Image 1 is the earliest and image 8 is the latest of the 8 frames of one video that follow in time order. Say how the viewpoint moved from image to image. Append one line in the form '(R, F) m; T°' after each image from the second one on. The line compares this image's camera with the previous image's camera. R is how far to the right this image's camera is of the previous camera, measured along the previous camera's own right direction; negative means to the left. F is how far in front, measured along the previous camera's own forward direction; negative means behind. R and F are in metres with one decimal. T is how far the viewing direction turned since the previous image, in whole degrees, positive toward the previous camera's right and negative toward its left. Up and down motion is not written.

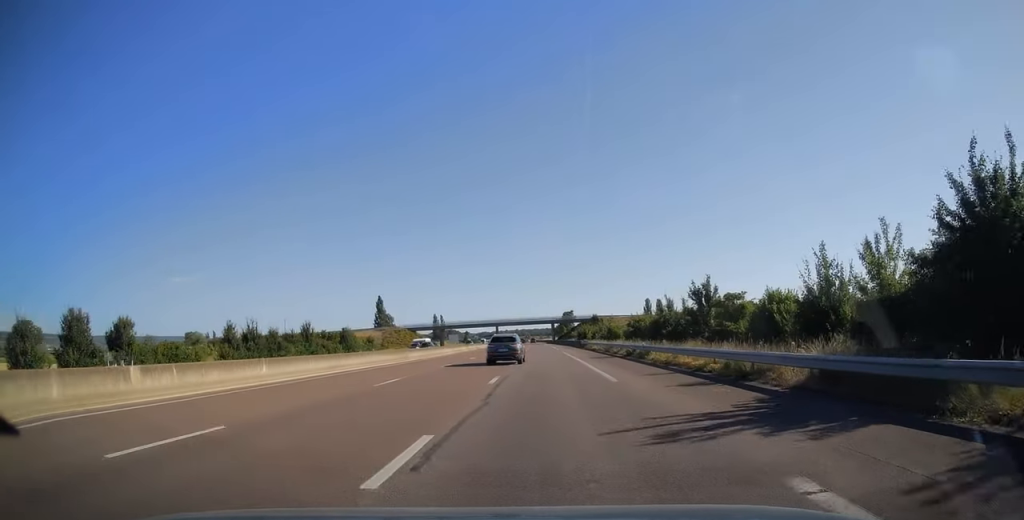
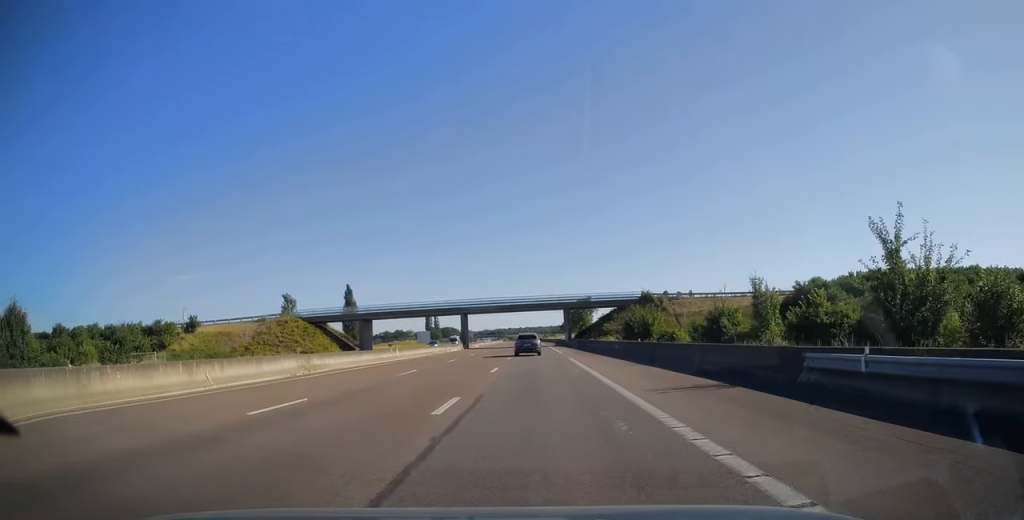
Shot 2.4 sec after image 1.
(-0.4, +72.9) m; -1°
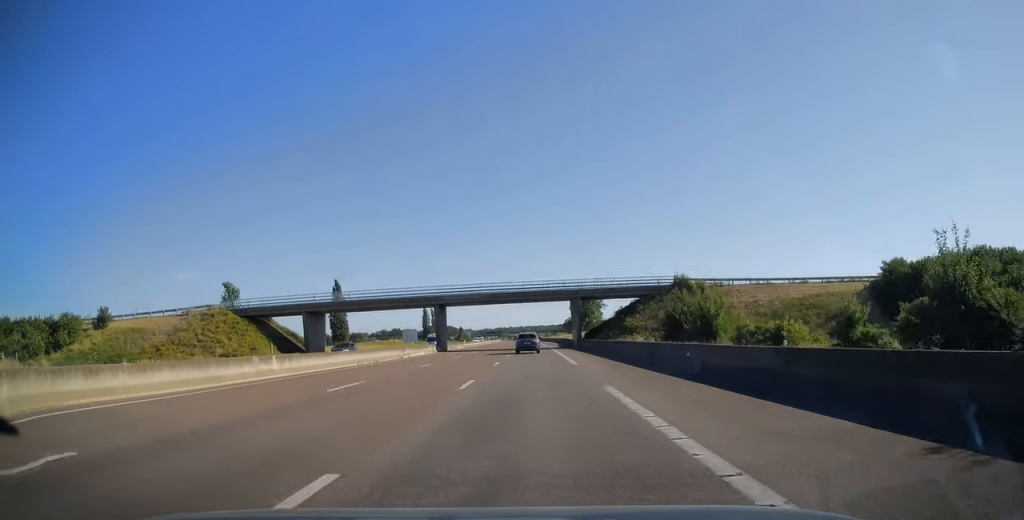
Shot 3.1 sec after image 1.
(0.0, +20.9) m; 0°
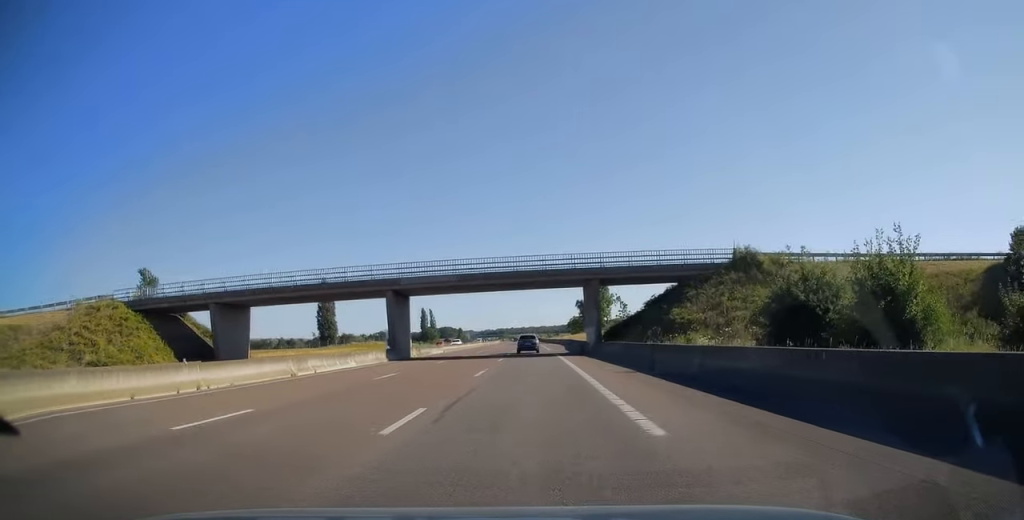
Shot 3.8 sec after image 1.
(0.0, +20.2) m; 0°
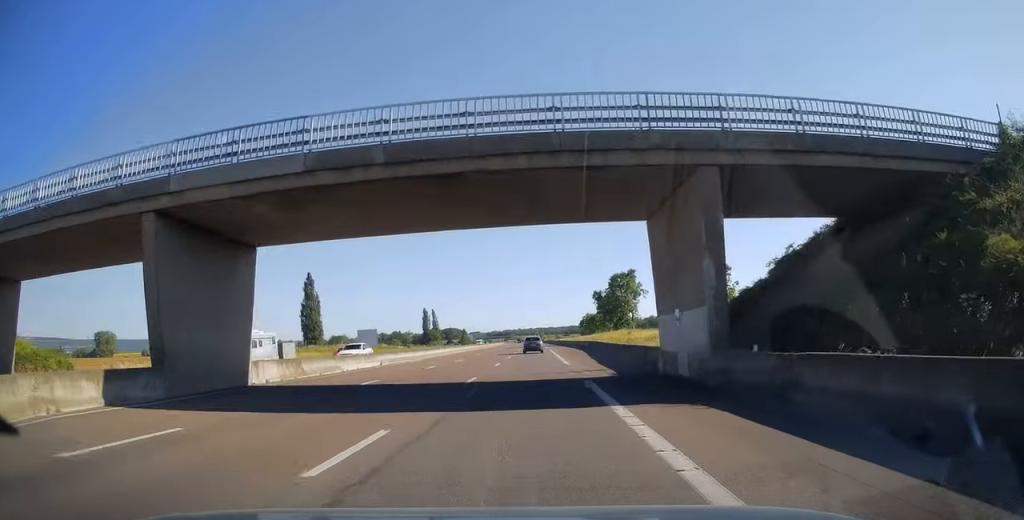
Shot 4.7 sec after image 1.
(-0.1, +28.8) m; 0°
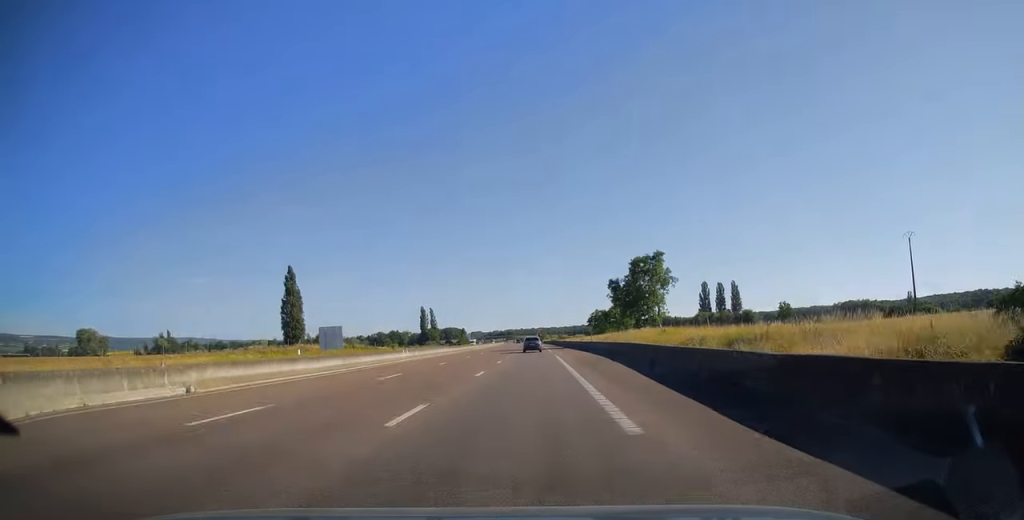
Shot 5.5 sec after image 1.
(-0.1, +22.4) m; 0°
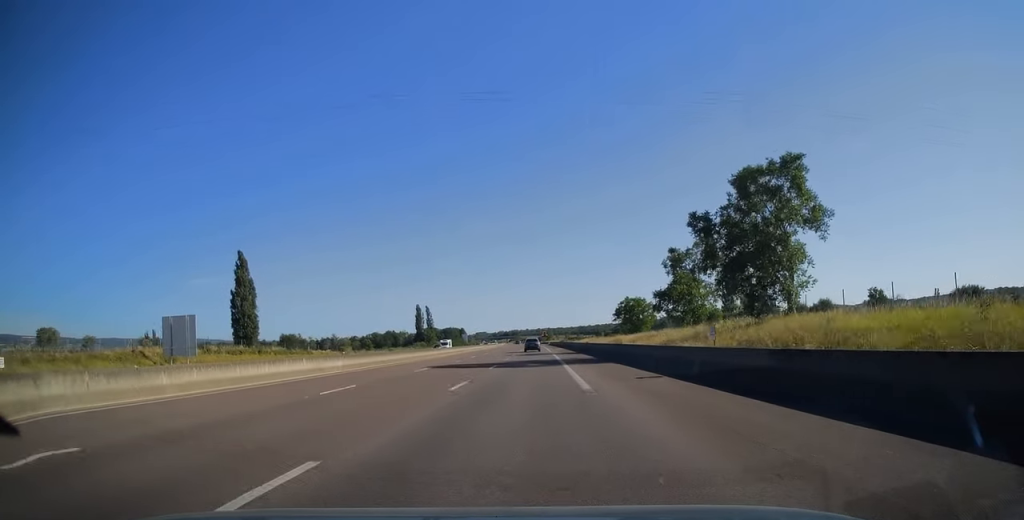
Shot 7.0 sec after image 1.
(-0.4, +44.8) m; -1°
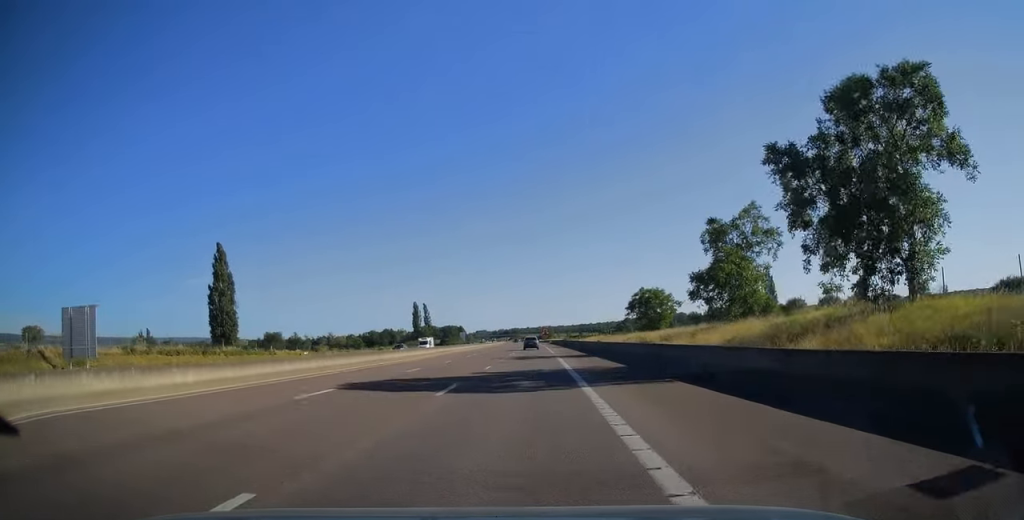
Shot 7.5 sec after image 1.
(0.0, +14.7) m; 0°
